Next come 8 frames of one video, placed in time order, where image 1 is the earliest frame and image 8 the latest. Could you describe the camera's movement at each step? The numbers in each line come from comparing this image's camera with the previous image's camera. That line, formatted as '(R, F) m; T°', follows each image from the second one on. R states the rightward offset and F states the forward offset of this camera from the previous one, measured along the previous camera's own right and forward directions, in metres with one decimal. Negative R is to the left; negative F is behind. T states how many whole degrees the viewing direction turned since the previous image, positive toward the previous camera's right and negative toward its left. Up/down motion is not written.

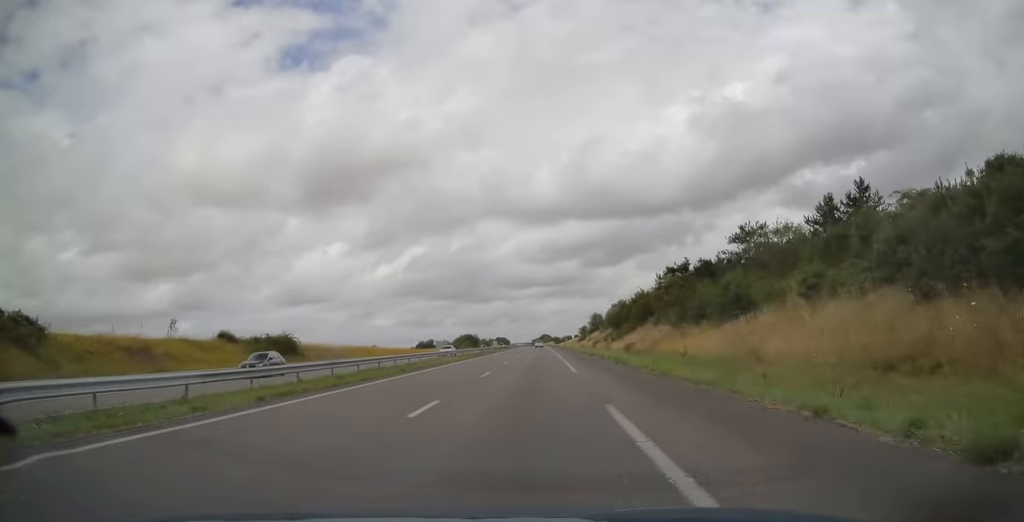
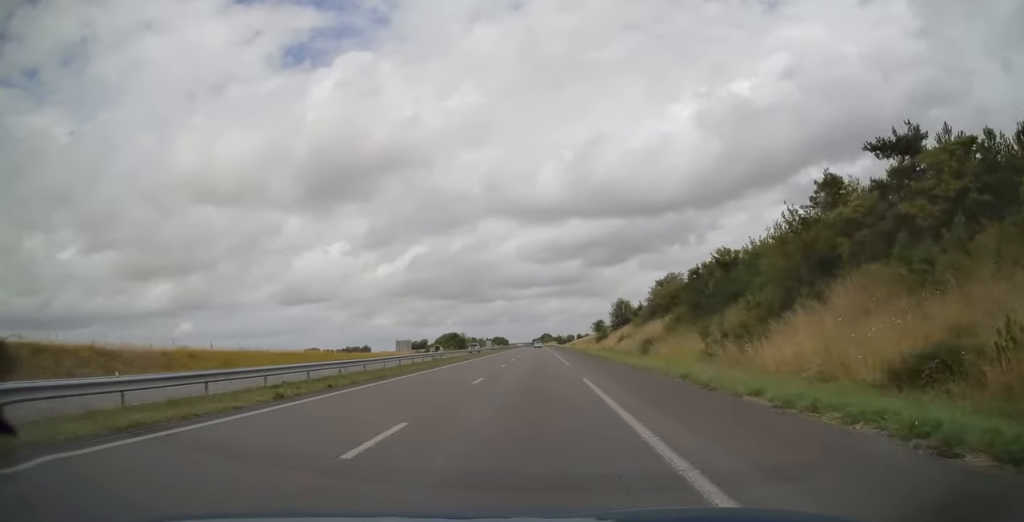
(0.0, +43.1) m; 0°
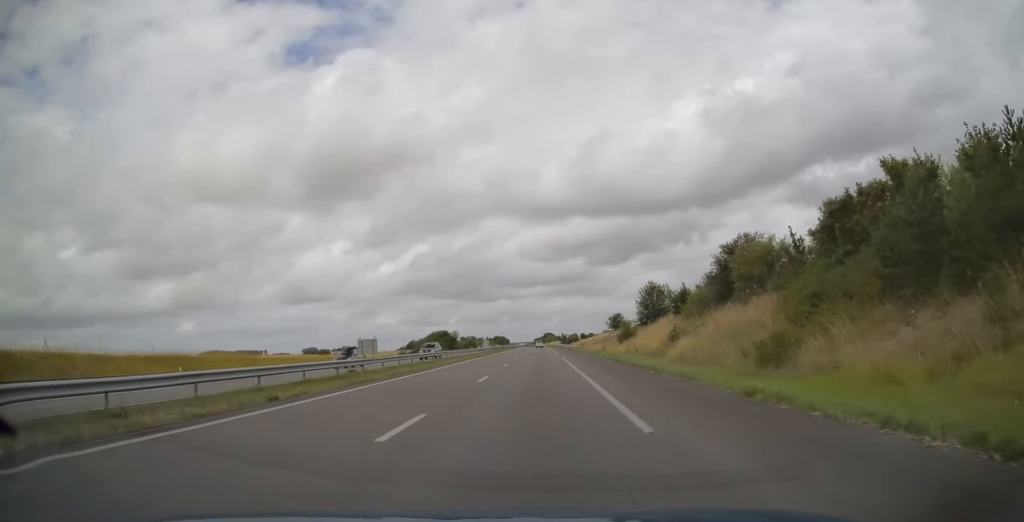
(-0.1, +24.8) m; 0°
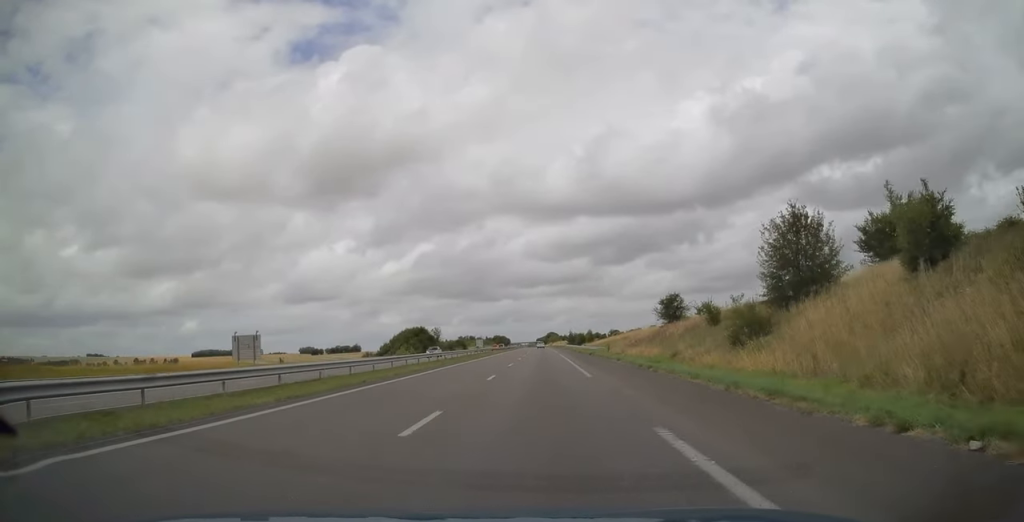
(-0.1, +38.7) m; 0°
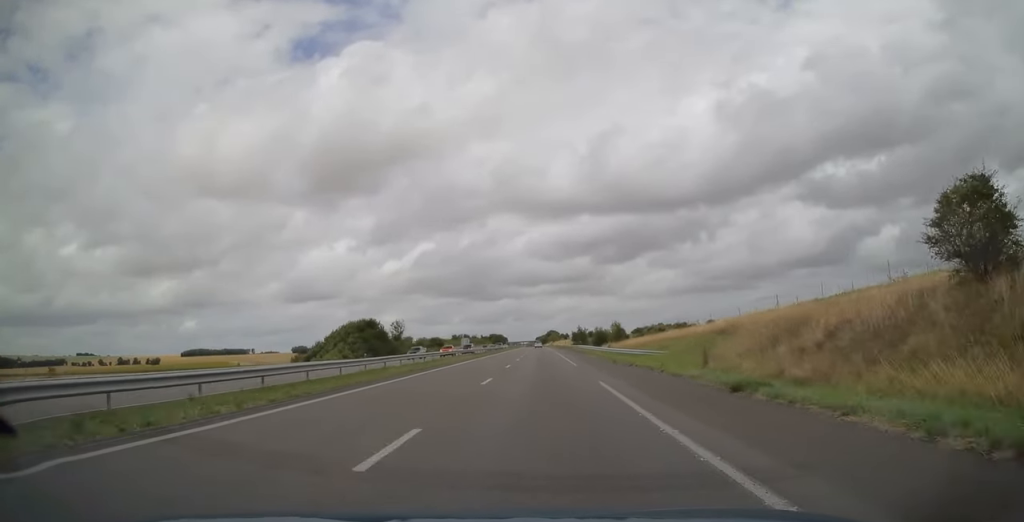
(+0.1, +41.5) m; 0°
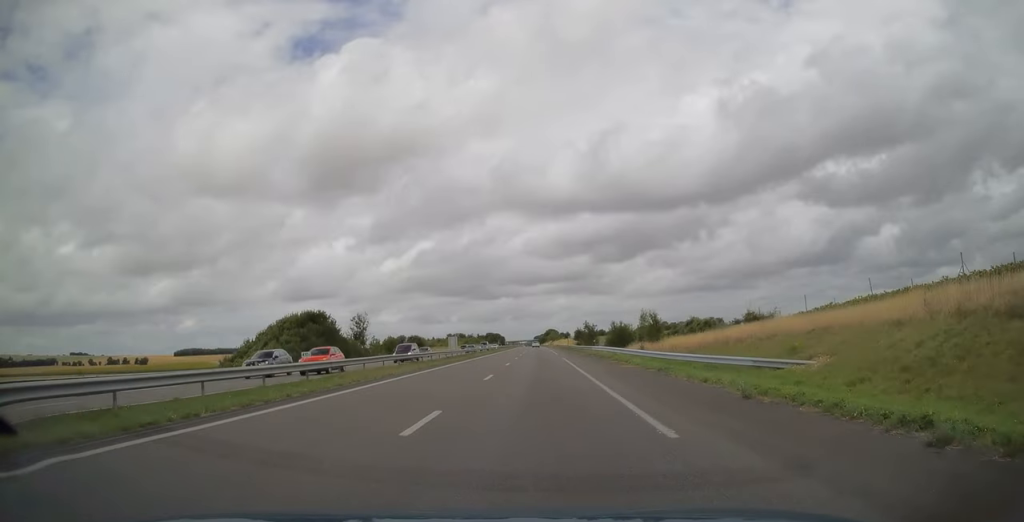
(0.0, +23.7) m; 0°
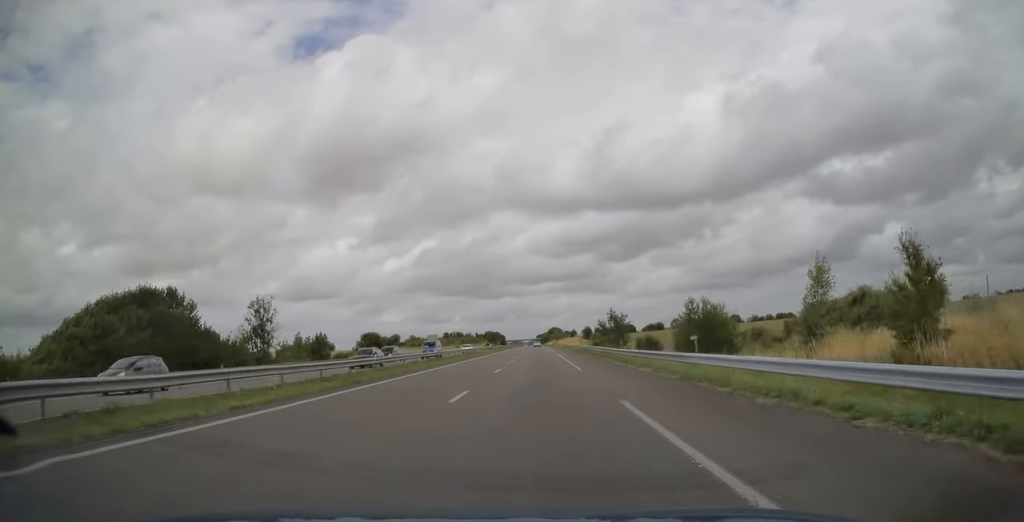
(-0.1, +34.5) m; 0°
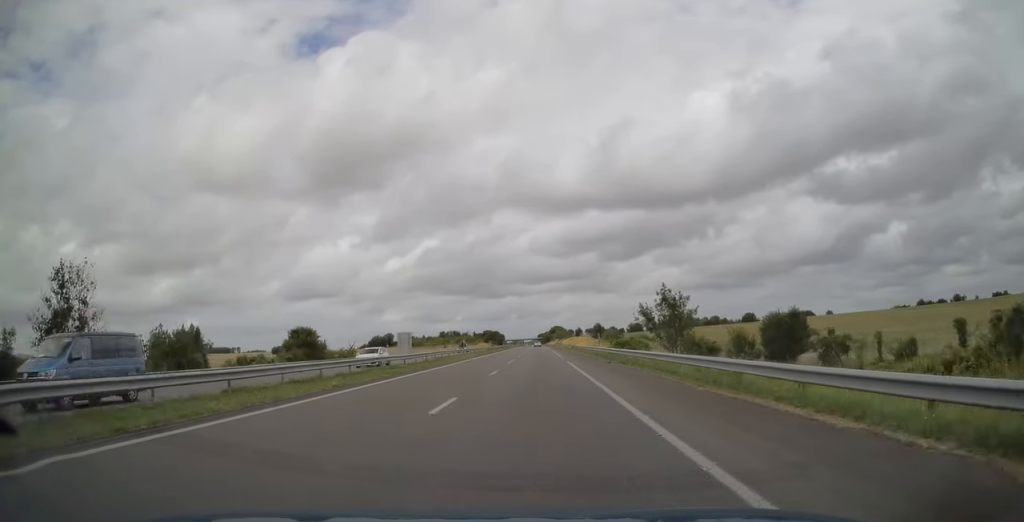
(0.0, +28.0) m; 0°
